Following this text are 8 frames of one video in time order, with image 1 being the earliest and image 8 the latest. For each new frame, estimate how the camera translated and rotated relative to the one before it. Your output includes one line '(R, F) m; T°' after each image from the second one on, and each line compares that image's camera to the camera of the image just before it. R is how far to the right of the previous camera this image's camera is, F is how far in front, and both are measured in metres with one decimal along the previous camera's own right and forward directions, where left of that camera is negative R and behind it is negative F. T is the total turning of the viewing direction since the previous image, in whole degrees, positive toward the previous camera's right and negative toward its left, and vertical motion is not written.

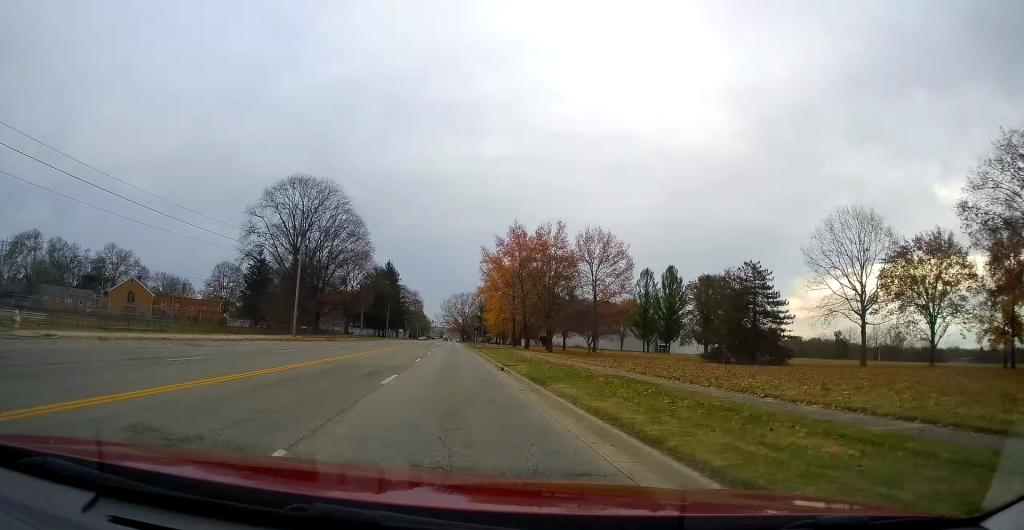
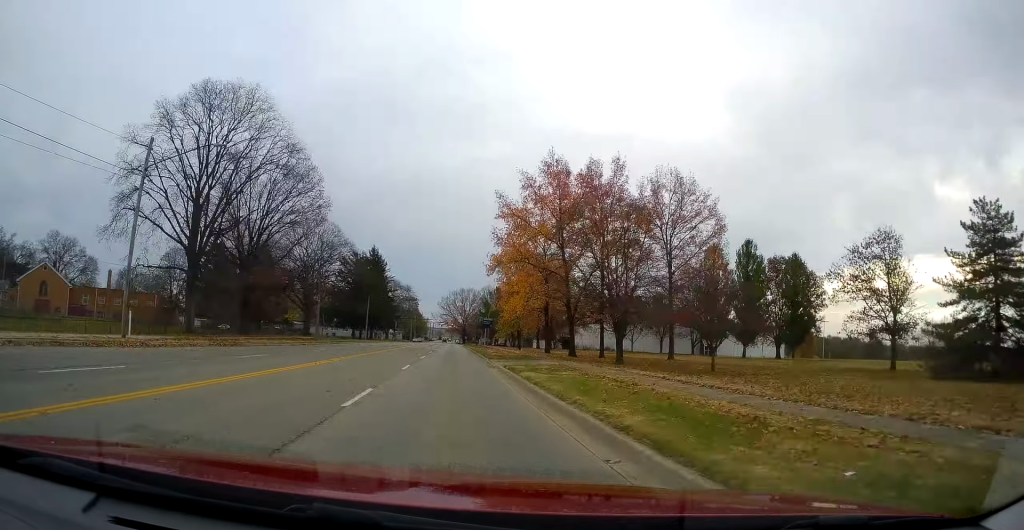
(-0.8, +29.6) m; -2°
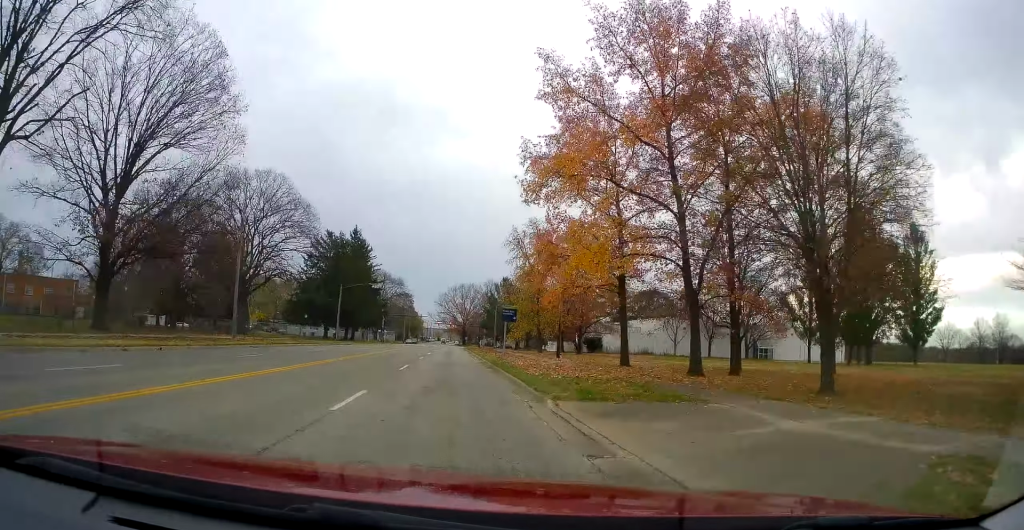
(+0.1, +24.6) m; 0°
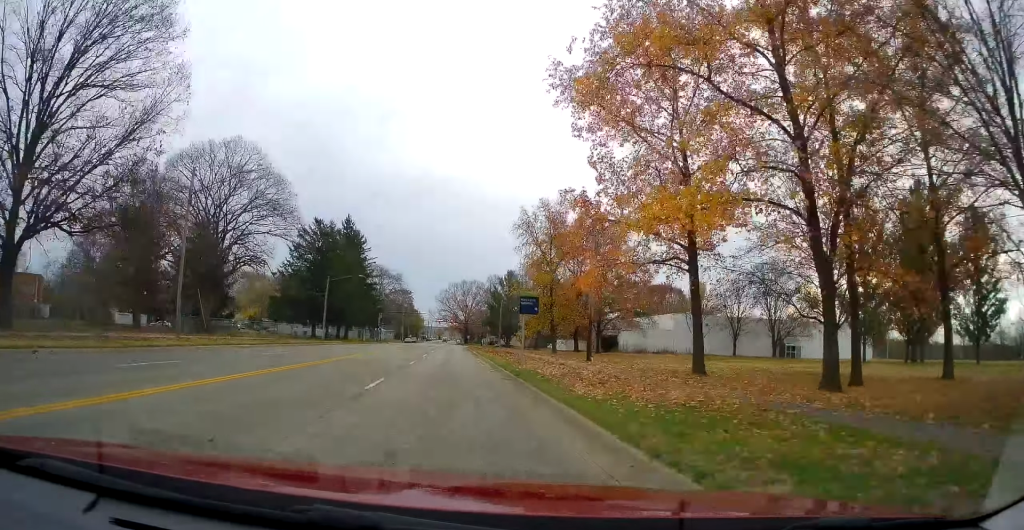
(0.0, +9.0) m; 0°
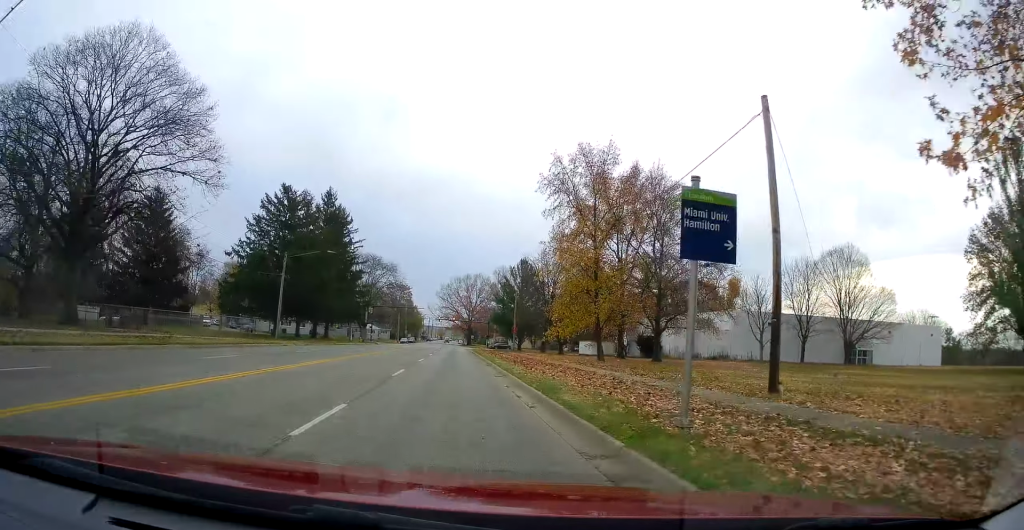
(+0.3, +19.5) m; +2°
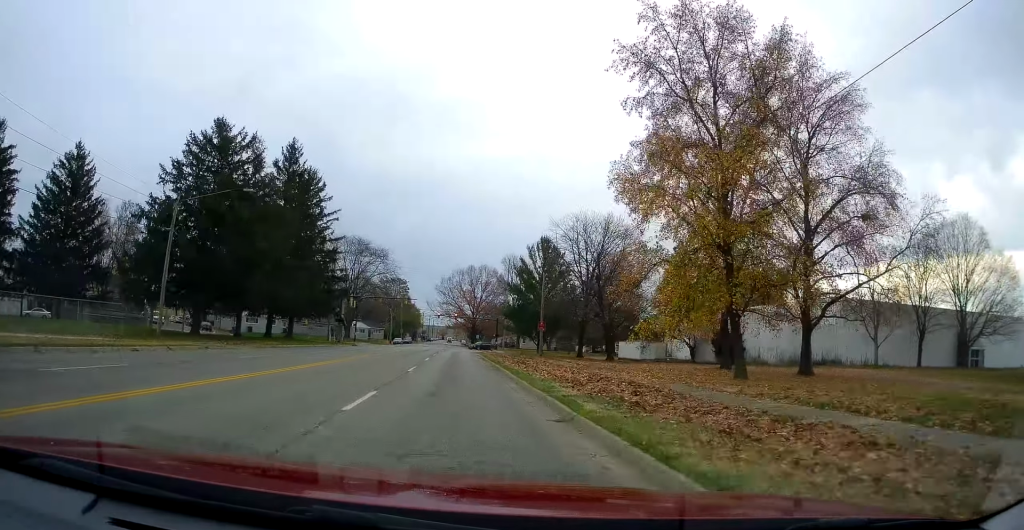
(+0.5, +22.8) m; 0°
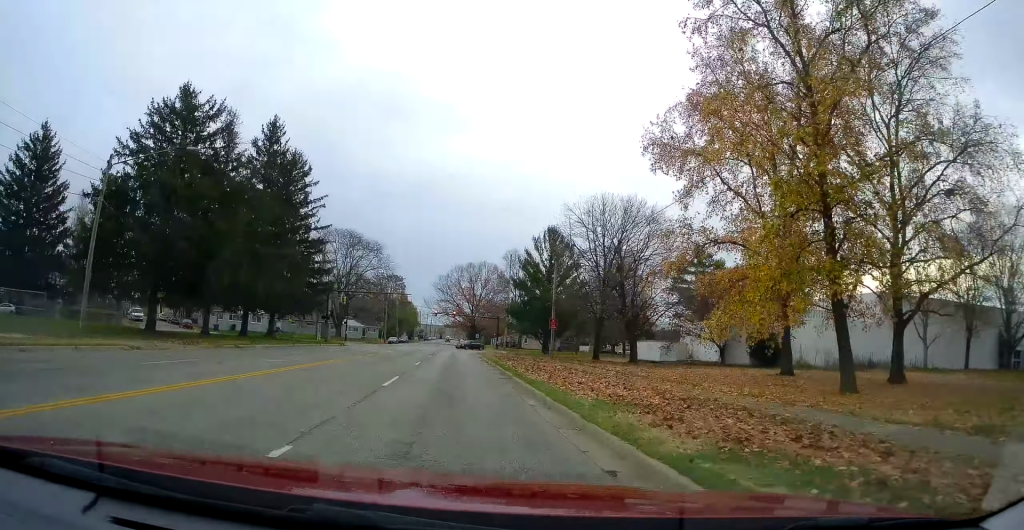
(0.0, +7.2) m; -1°
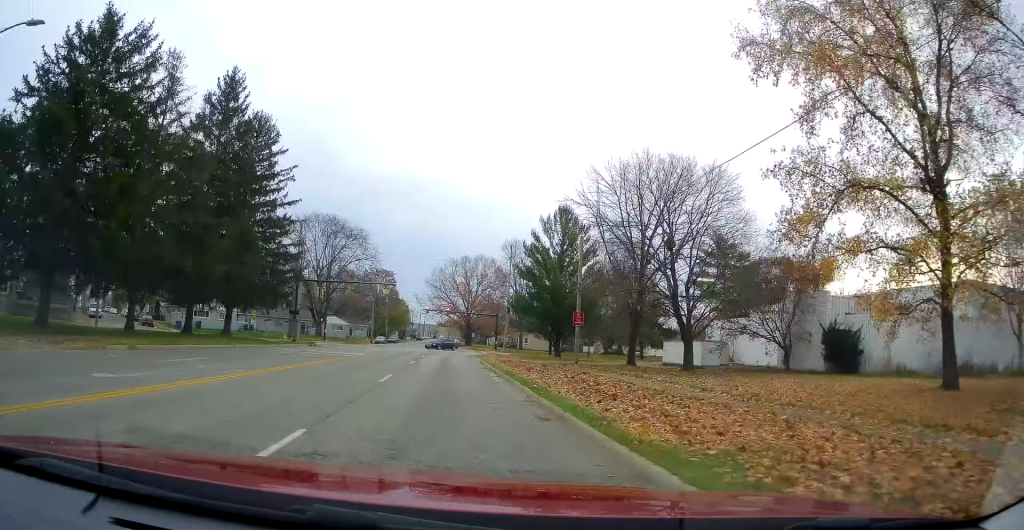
(-0.2, +11.5) m; -1°
